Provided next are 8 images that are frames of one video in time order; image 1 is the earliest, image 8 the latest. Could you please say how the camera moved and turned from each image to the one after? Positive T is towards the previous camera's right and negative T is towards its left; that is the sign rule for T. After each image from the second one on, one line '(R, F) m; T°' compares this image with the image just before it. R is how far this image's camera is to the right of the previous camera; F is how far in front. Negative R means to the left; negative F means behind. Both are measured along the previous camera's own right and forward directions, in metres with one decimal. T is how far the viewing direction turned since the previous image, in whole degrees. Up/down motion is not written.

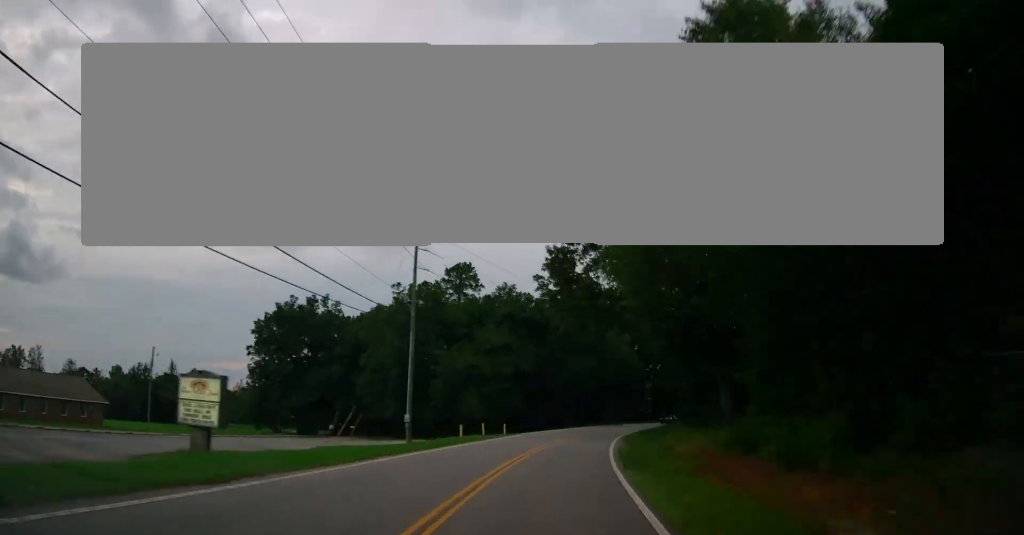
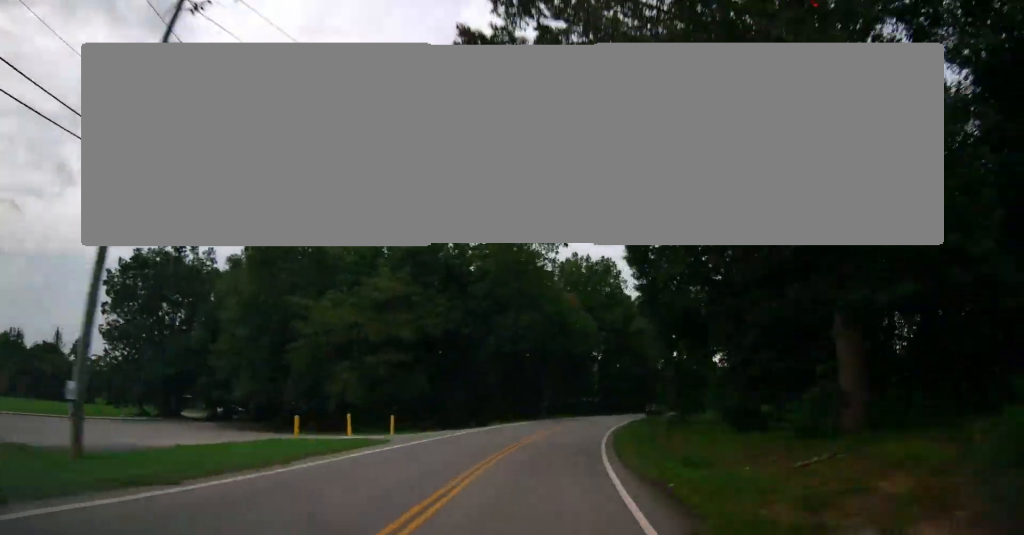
(+1.0, +20.9) m; +6°
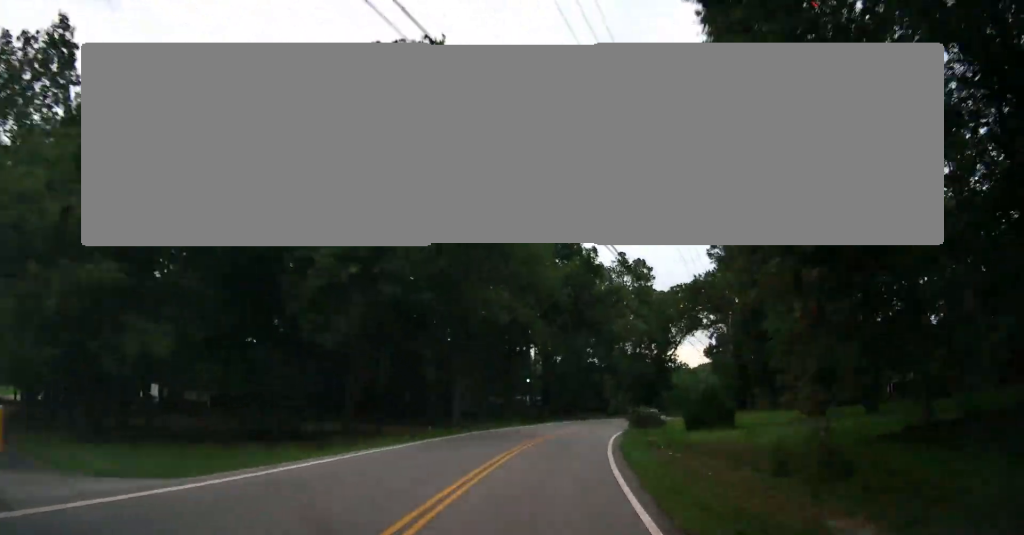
(+1.3, +24.0) m; +8°
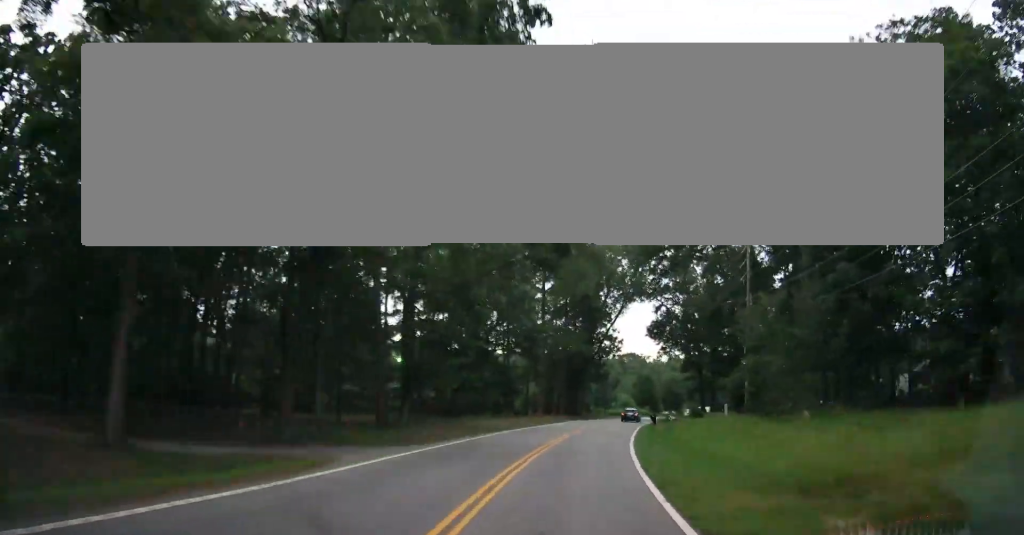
(+3.1, +32.1) m; +11°
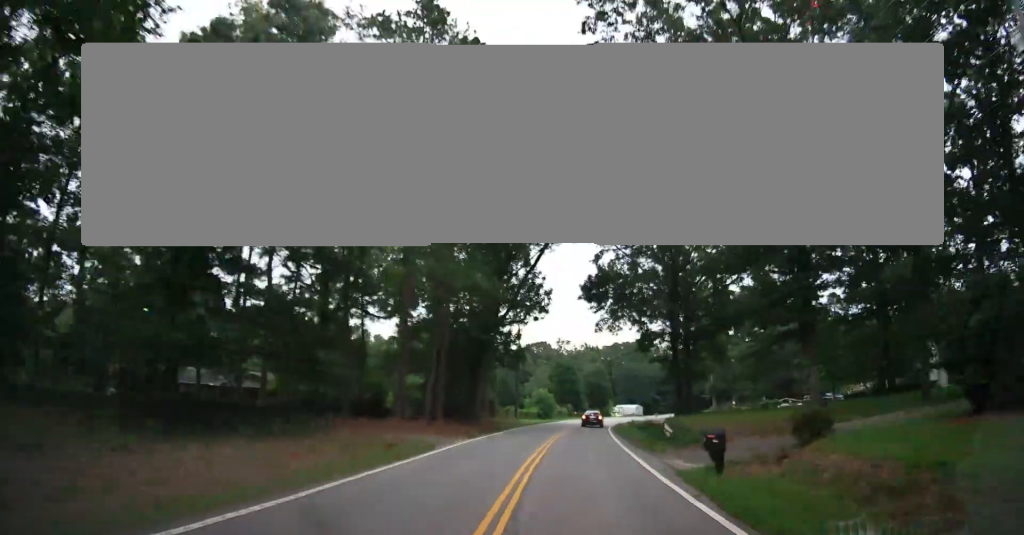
(+2.9, +32.0) m; +10°
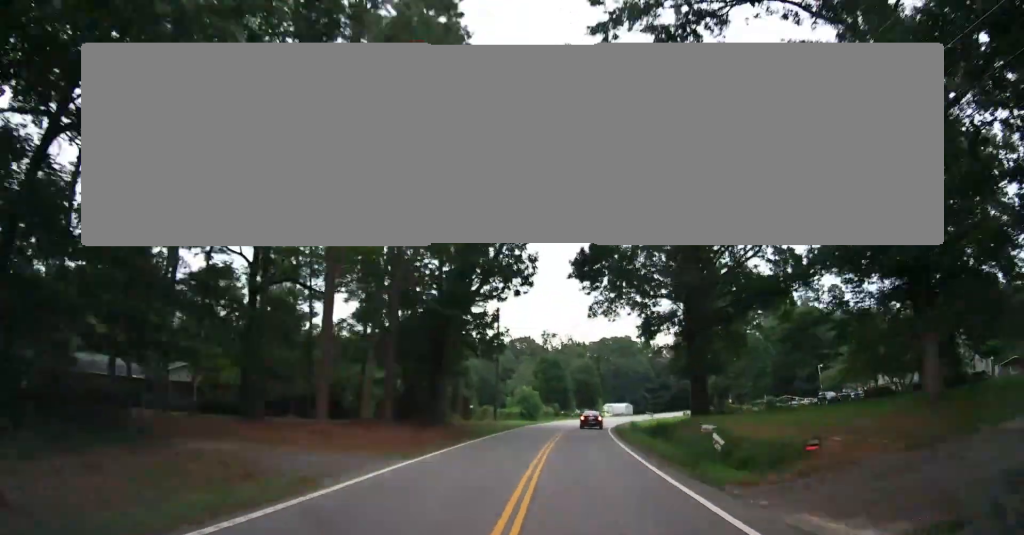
(+0.5, +10.3) m; +2°
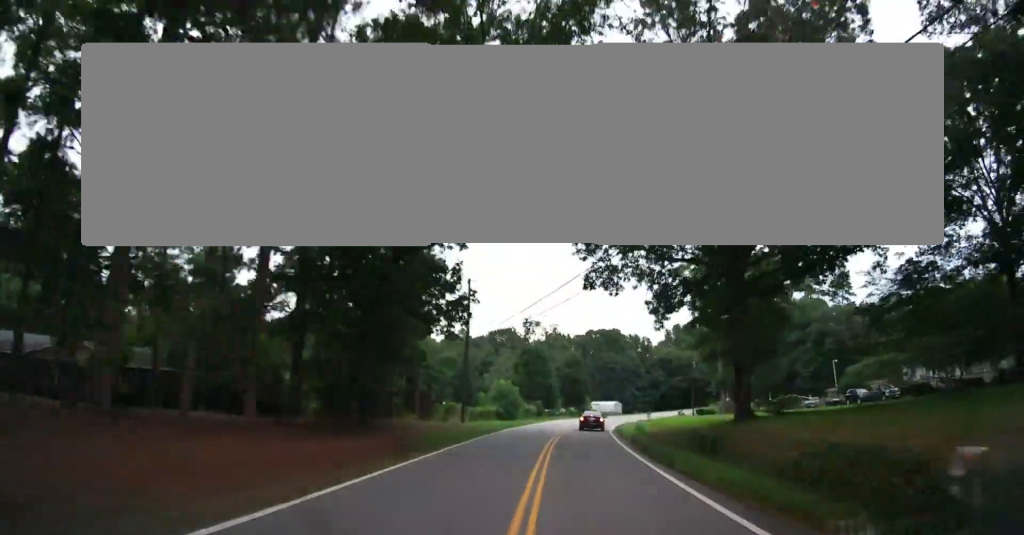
(+0.3, +12.7) m; +3°
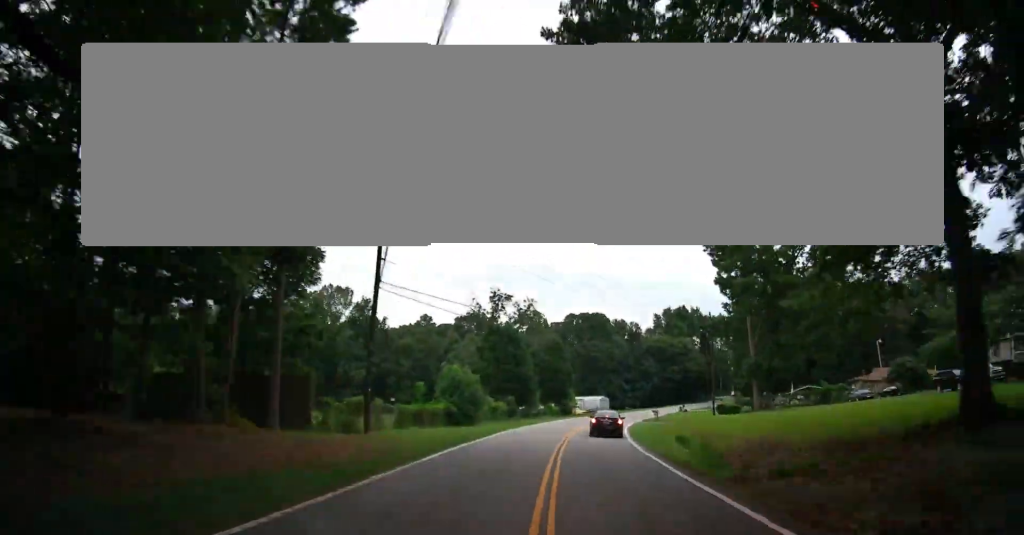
(+0.6, +21.7) m; +4°
